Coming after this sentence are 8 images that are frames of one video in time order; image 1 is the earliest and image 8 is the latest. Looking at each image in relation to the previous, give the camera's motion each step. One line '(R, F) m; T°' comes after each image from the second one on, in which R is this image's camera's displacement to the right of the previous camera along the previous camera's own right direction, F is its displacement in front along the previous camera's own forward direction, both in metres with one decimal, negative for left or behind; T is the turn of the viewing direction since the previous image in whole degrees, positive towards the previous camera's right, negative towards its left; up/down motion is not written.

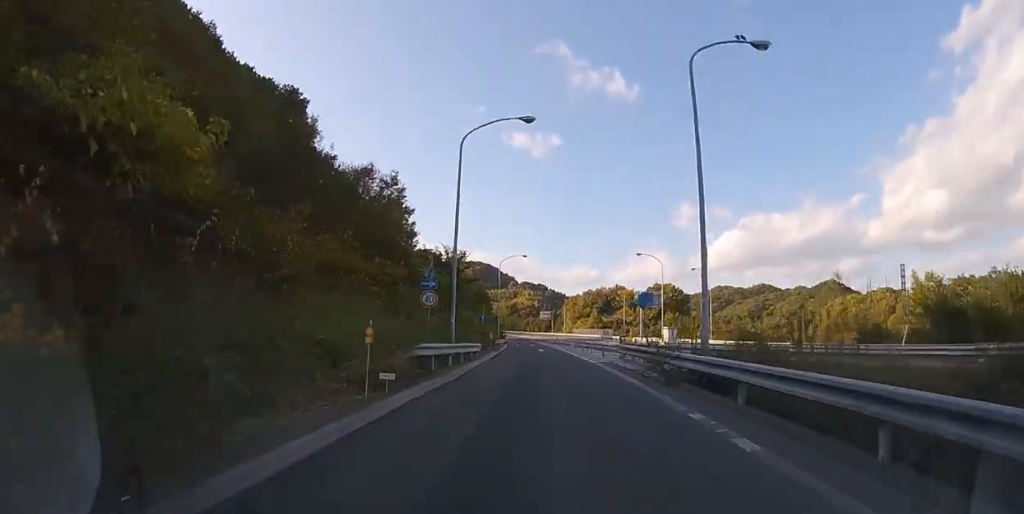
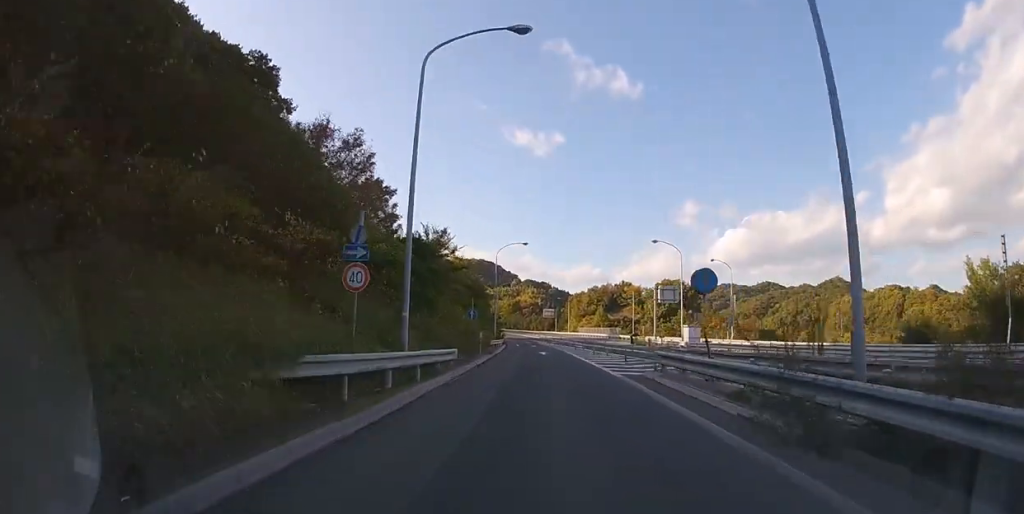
(0.0, +6.5) m; -1°
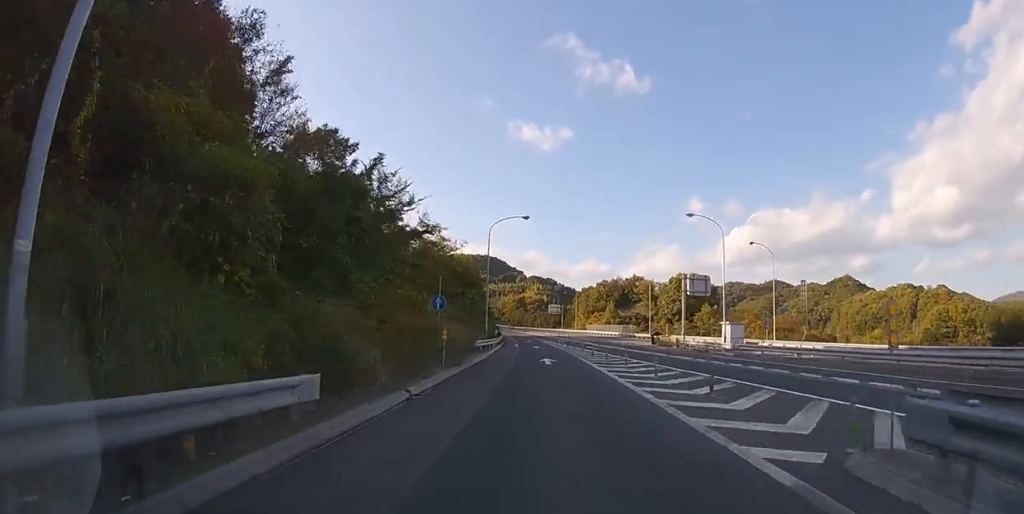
(0.0, +10.2) m; -1°
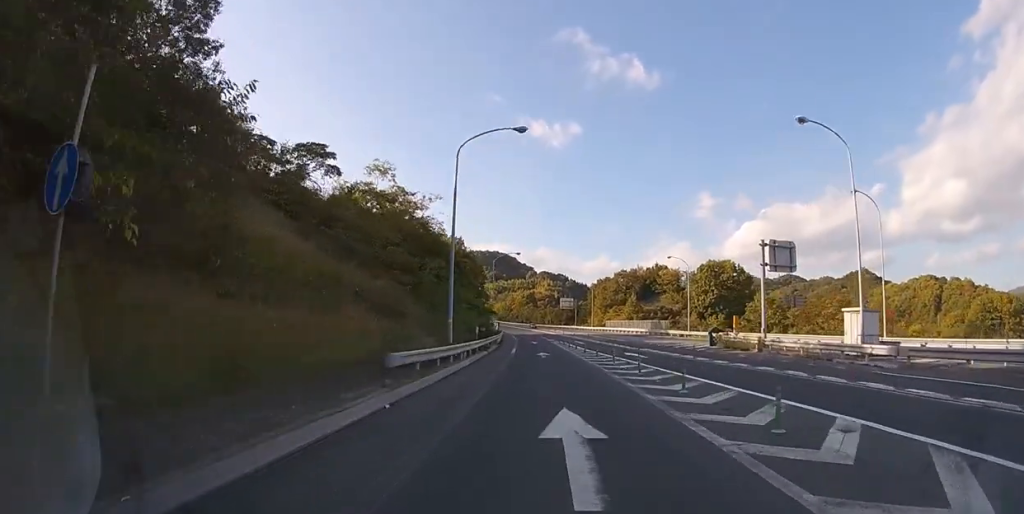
(-0.2, +17.0) m; -1°
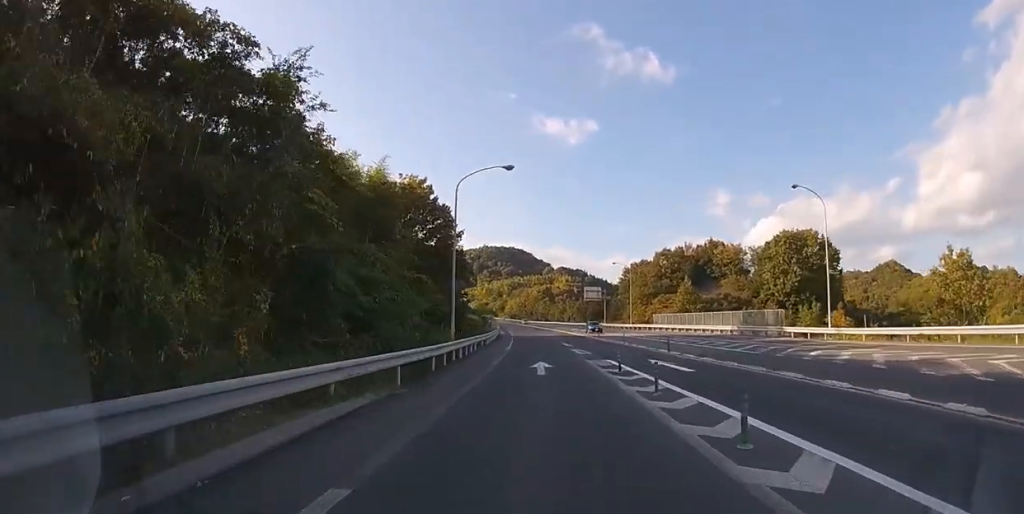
(-0.5, +29.5) m; -2°
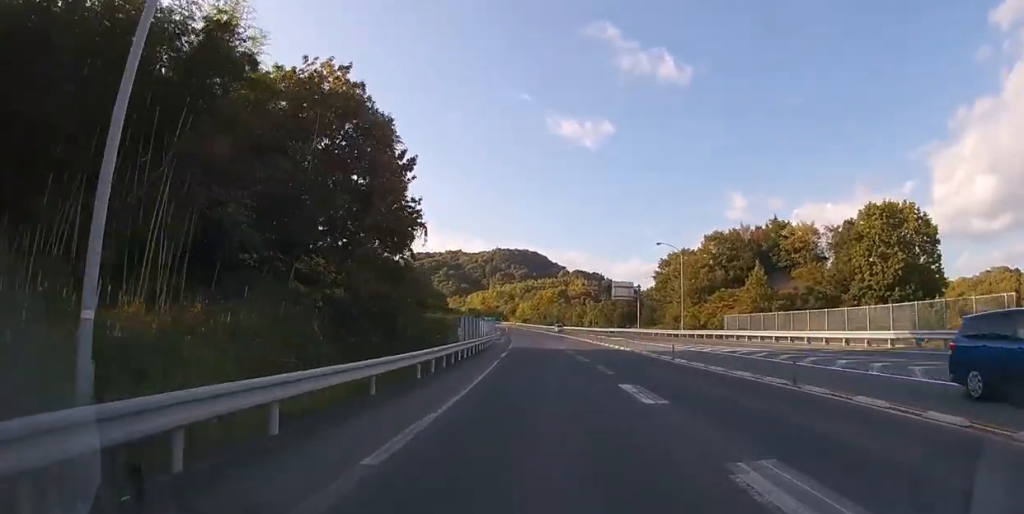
(-0.3, +21.7) m; -2°
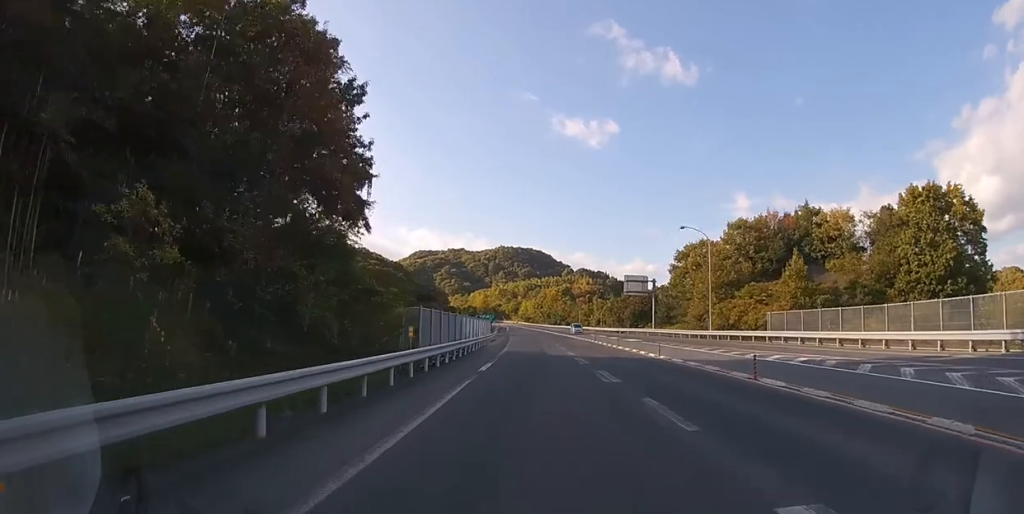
(-0.1, +8.3) m; -1°
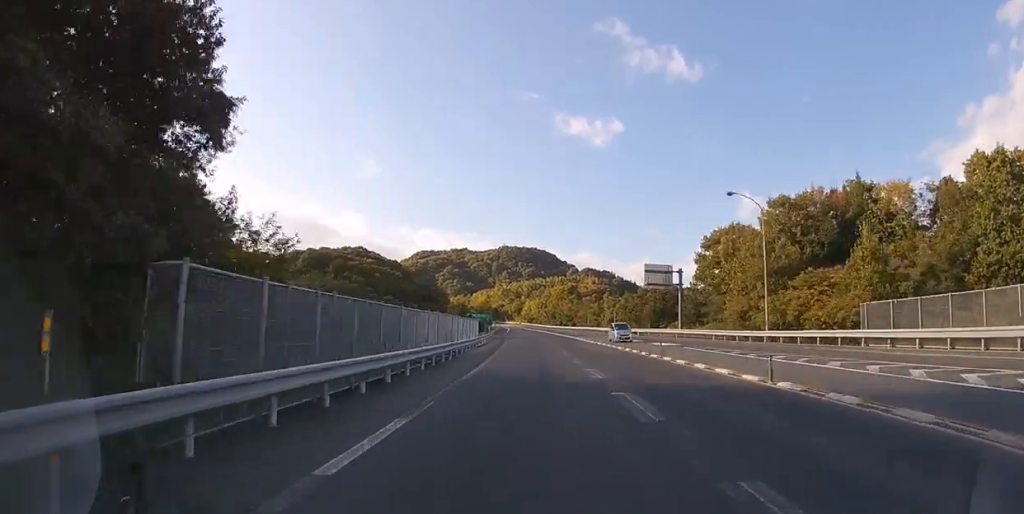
(0.0, +10.5) m; -1°
